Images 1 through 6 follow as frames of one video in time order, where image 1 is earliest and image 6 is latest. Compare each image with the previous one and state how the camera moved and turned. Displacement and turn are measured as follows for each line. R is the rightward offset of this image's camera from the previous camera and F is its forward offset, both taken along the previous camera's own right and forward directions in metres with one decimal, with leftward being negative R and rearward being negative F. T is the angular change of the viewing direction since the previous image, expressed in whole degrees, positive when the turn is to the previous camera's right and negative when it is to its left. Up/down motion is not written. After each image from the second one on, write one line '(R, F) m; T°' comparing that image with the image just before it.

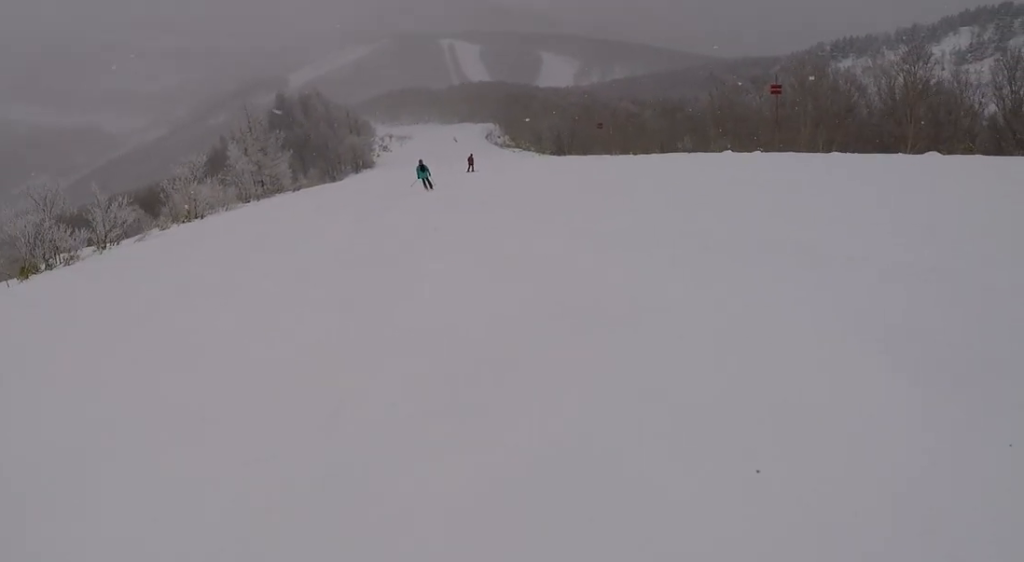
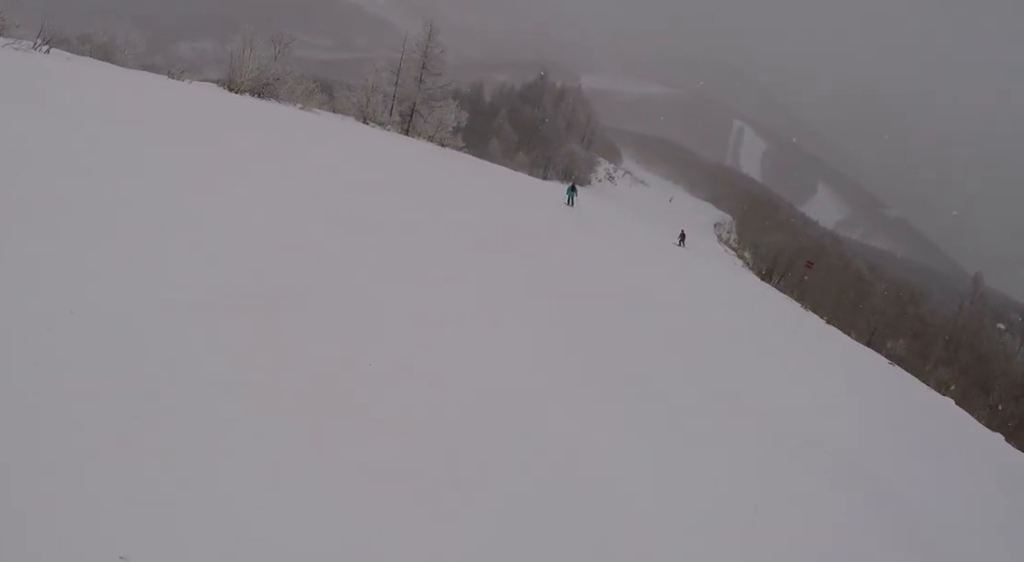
(-0.8, +11.0) m; -18°
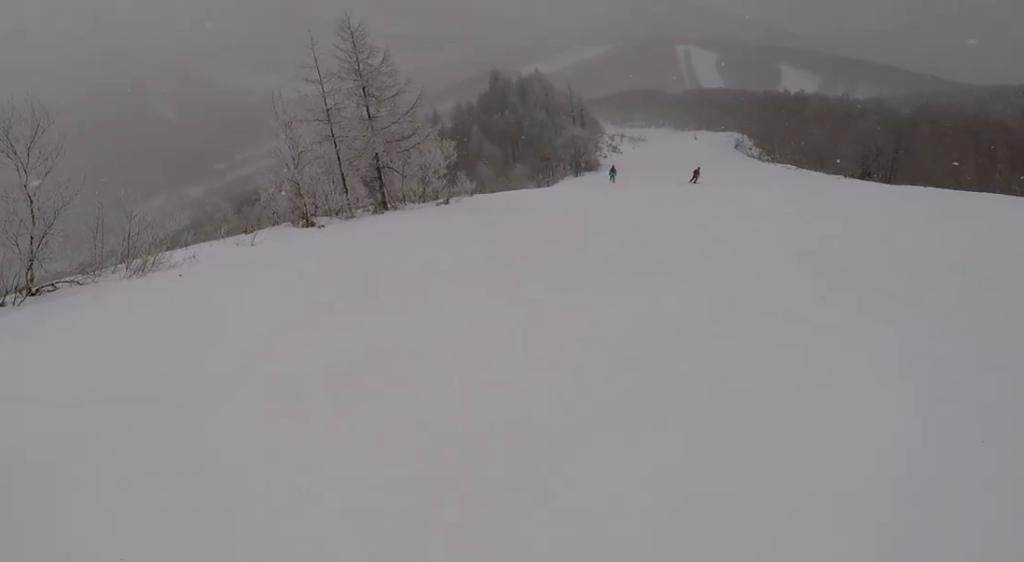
(-1.7, +16.5) m; +10°
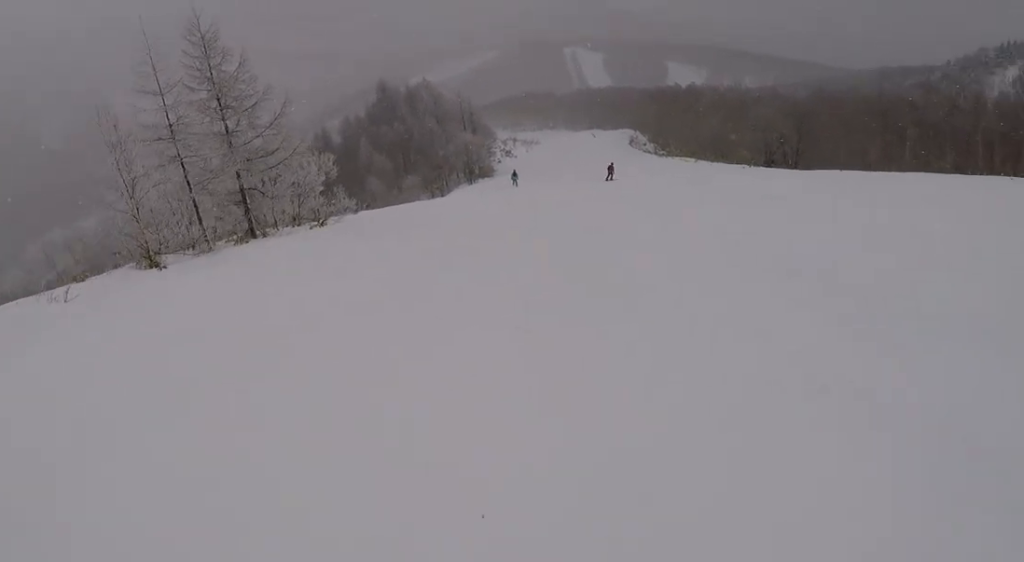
(+0.2, +3.2) m; +7°
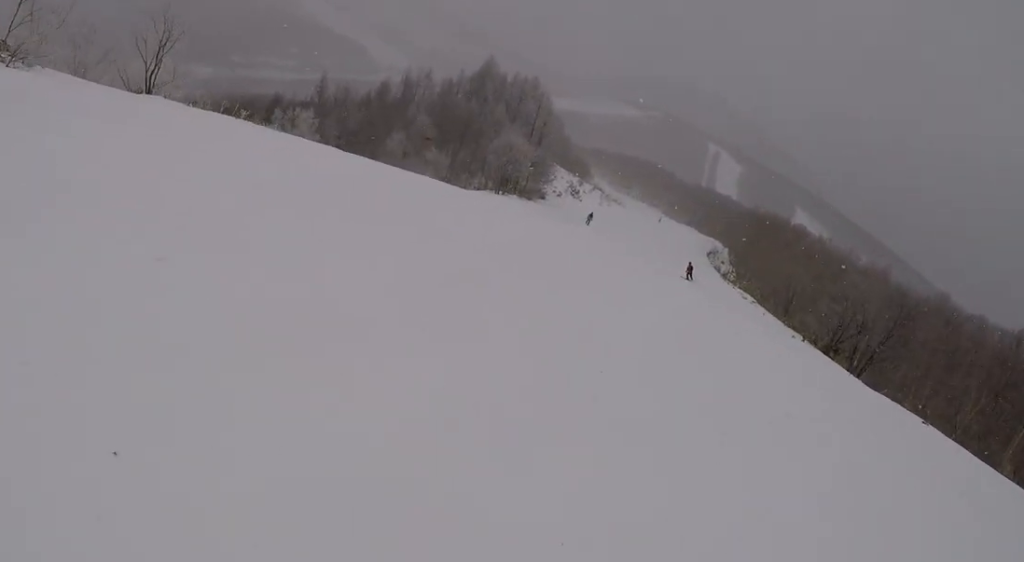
(+2.3, +14.7) m; -4°
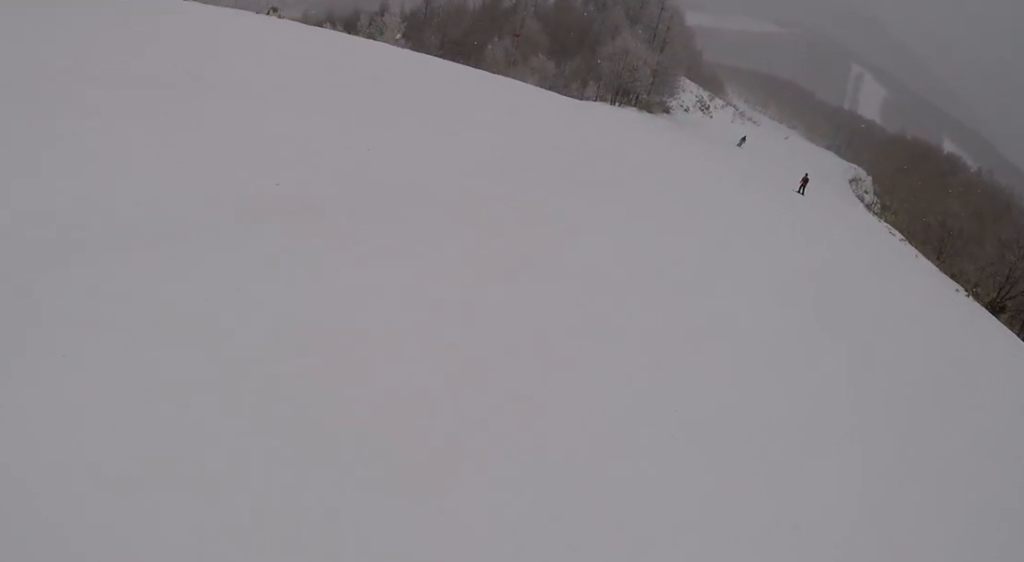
(-1.7, +5.7) m; -17°
